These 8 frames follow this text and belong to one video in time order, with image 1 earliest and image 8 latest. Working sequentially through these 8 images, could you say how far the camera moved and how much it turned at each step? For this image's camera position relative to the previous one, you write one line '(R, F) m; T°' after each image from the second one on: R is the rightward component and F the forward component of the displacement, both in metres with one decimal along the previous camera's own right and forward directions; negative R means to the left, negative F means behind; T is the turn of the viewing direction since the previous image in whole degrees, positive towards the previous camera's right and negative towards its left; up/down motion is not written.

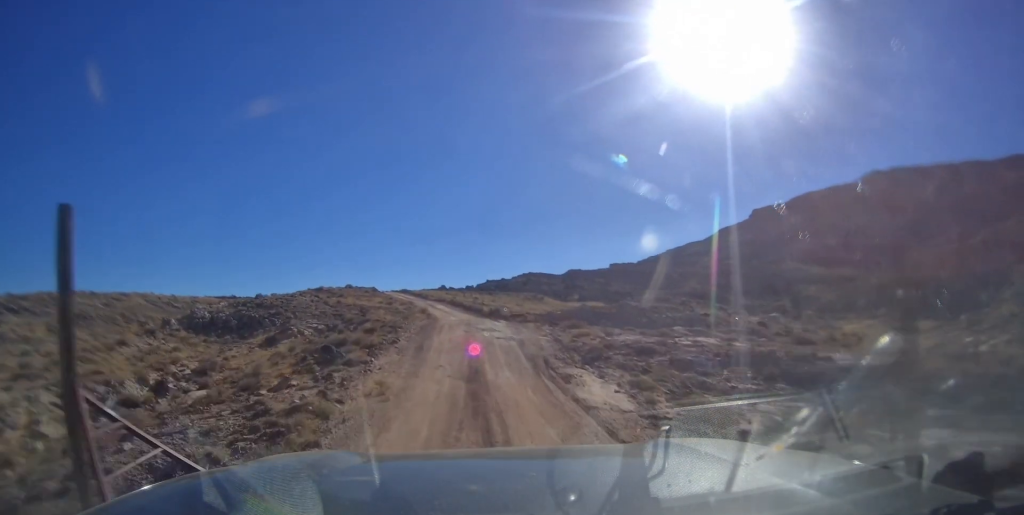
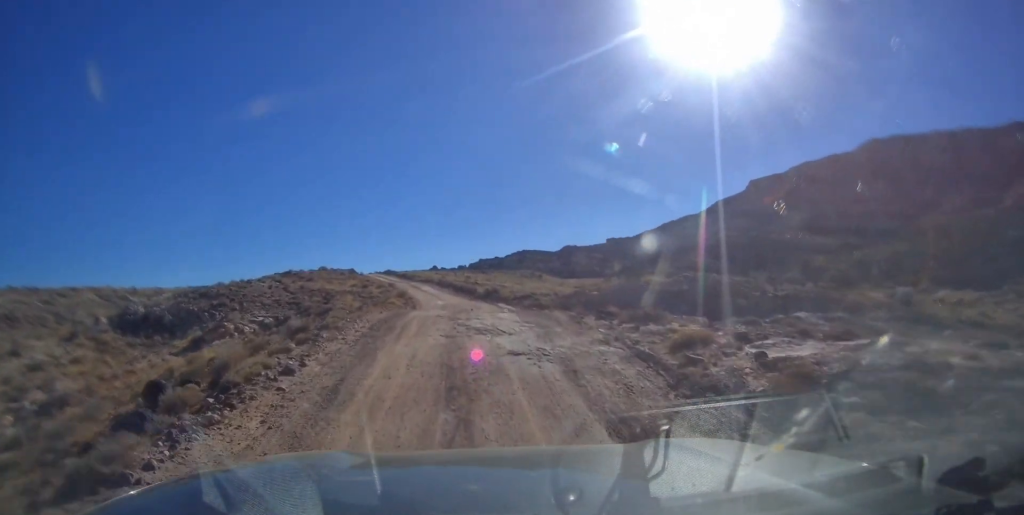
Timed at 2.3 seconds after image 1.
(+0.7, +12.2) m; +4°
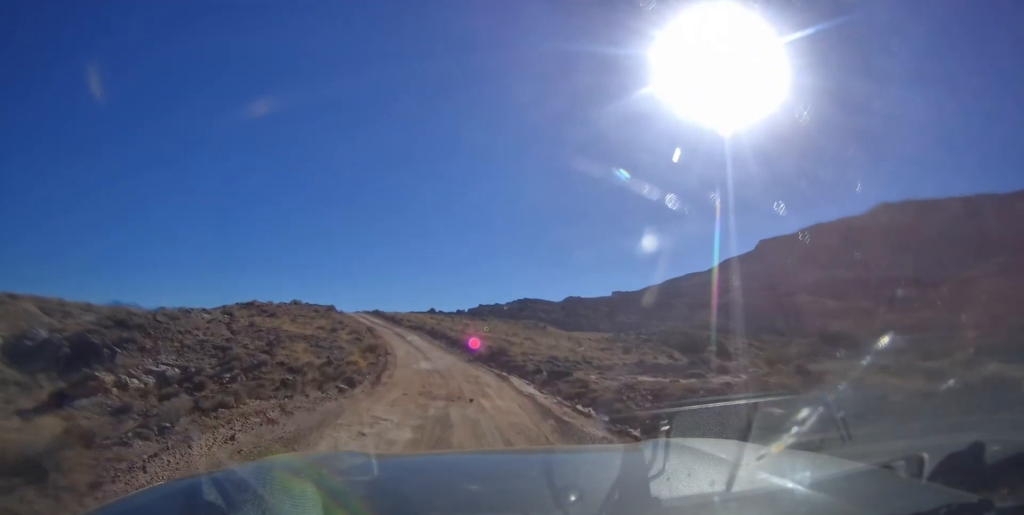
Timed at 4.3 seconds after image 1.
(+0.1, +11.8) m; 0°
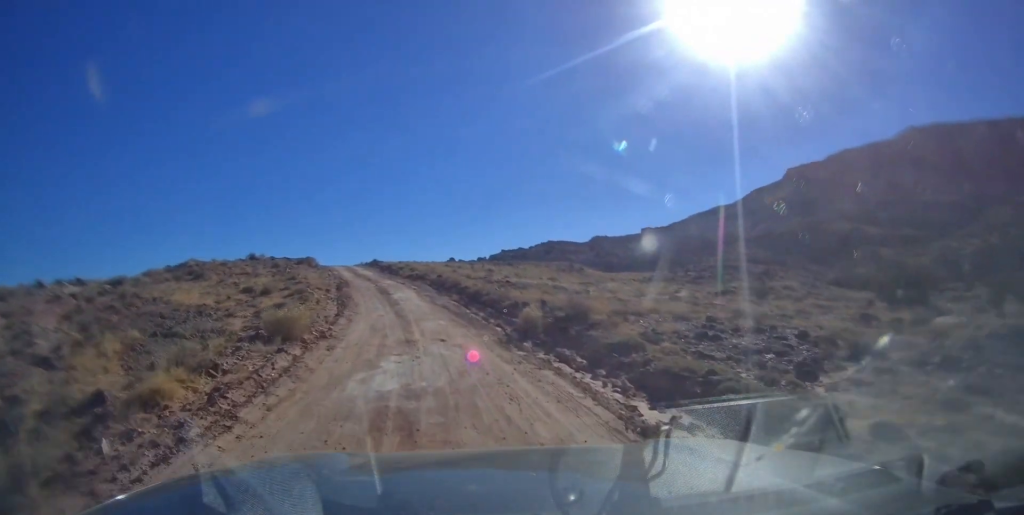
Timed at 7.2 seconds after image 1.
(+0.2, +17.5) m; -2°
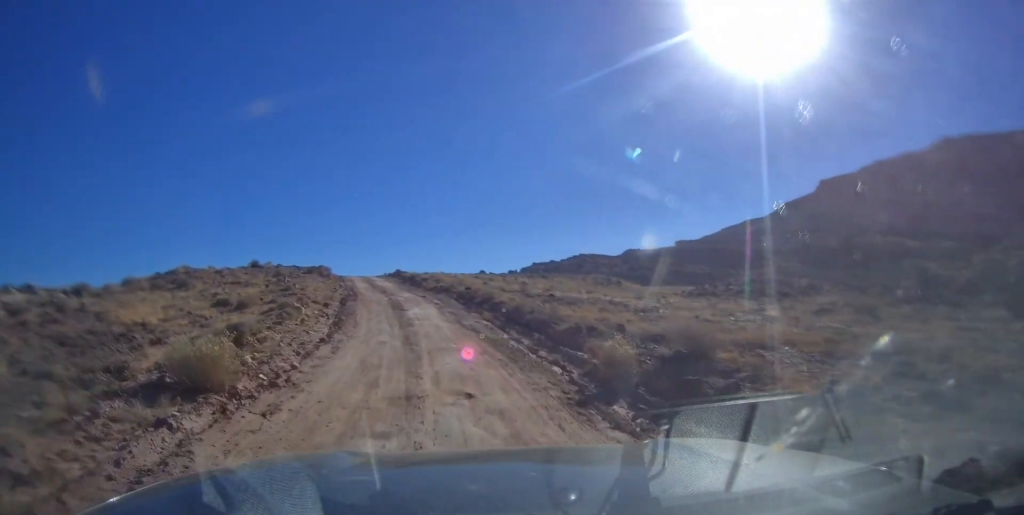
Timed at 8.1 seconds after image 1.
(-0.1, +5.6) m; -2°
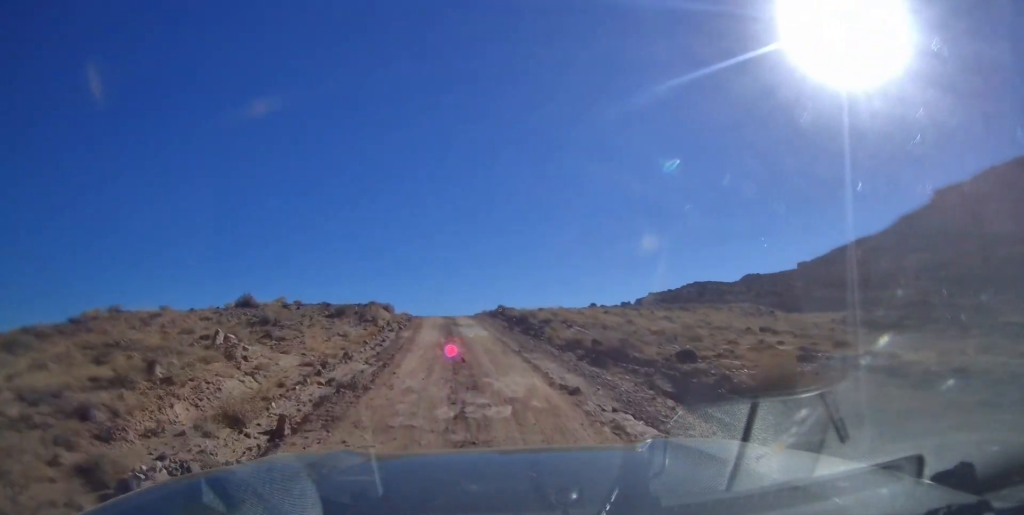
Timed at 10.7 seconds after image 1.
(-1.1, +17.6) m; -6°
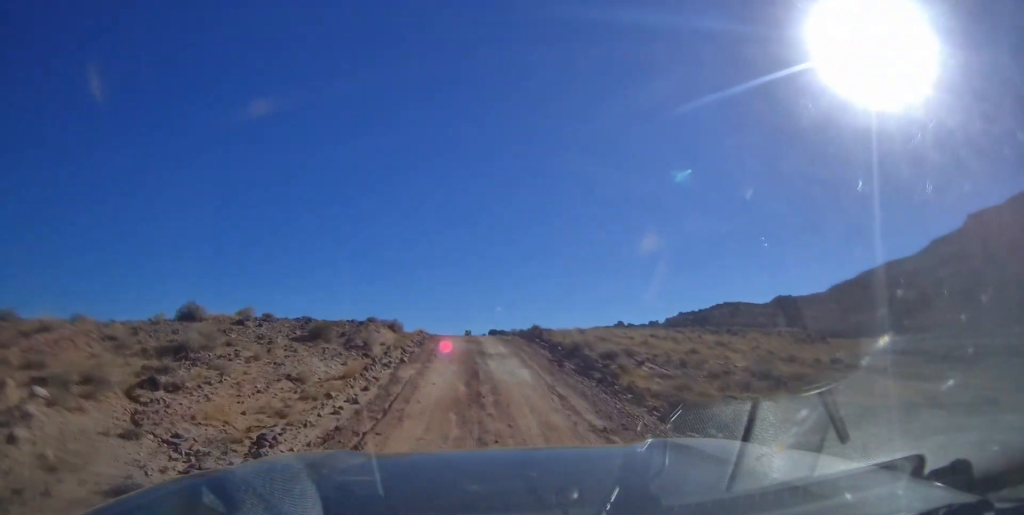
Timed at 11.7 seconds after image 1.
(0.0, +6.9) m; -2°
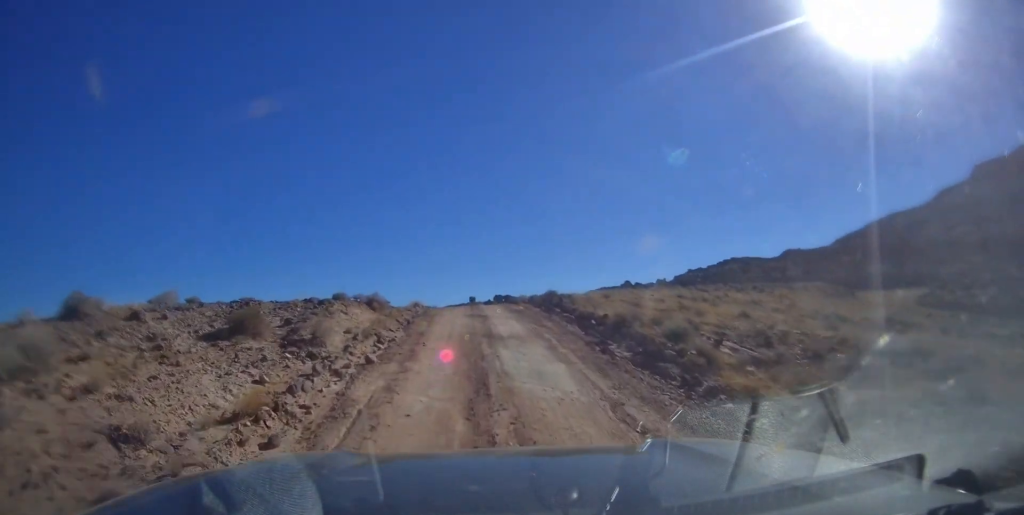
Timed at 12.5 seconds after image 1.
(-0.2, +6.0) m; -2°
